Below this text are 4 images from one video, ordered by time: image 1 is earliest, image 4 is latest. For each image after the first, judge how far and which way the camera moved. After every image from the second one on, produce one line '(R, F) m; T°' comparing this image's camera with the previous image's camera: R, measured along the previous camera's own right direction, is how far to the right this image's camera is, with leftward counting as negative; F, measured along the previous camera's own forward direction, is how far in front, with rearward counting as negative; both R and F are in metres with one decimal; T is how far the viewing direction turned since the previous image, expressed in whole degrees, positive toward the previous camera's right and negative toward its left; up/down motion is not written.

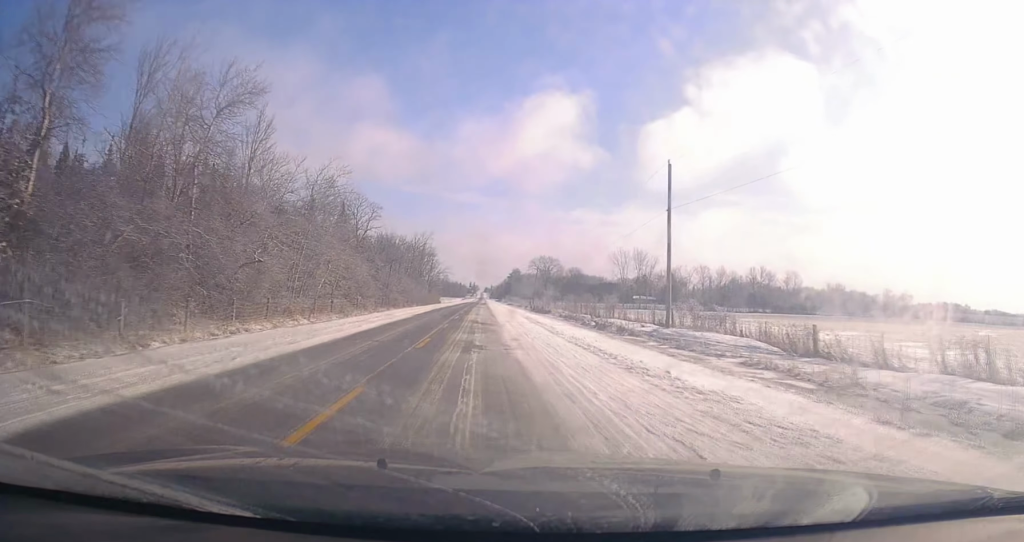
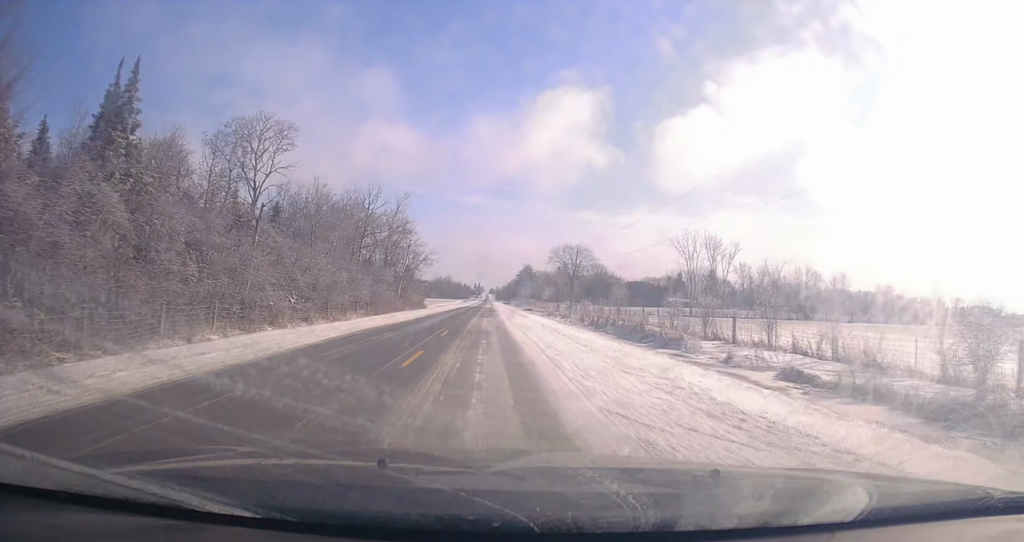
(-1.2, +51.8) m; -2°
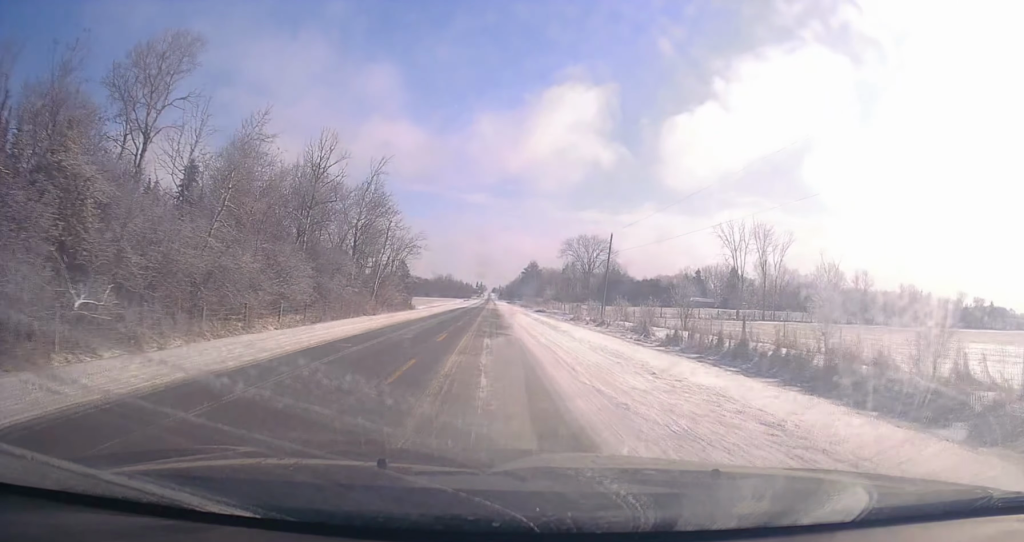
(+0.5, +20.8) m; +1°
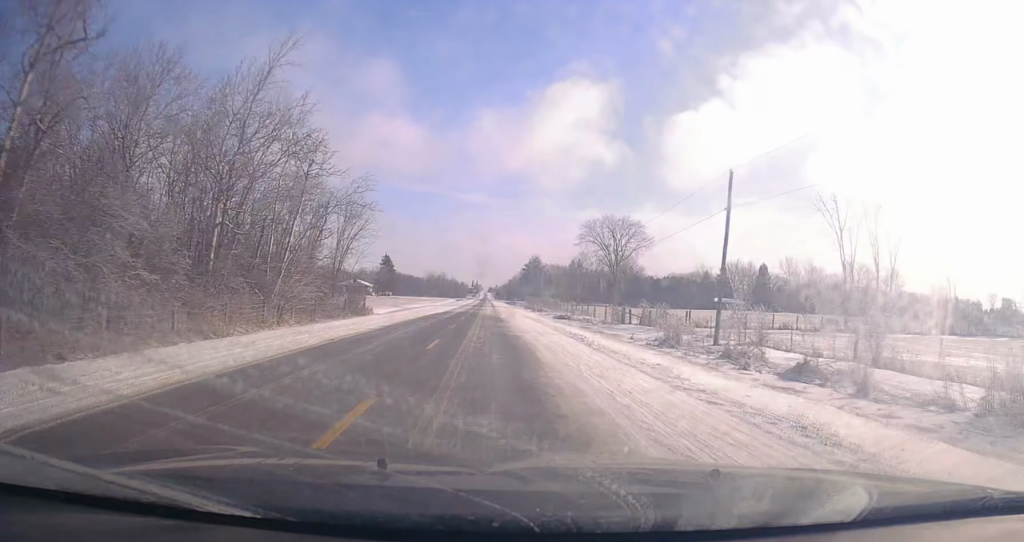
(-0.1, +31.4) m; 0°
